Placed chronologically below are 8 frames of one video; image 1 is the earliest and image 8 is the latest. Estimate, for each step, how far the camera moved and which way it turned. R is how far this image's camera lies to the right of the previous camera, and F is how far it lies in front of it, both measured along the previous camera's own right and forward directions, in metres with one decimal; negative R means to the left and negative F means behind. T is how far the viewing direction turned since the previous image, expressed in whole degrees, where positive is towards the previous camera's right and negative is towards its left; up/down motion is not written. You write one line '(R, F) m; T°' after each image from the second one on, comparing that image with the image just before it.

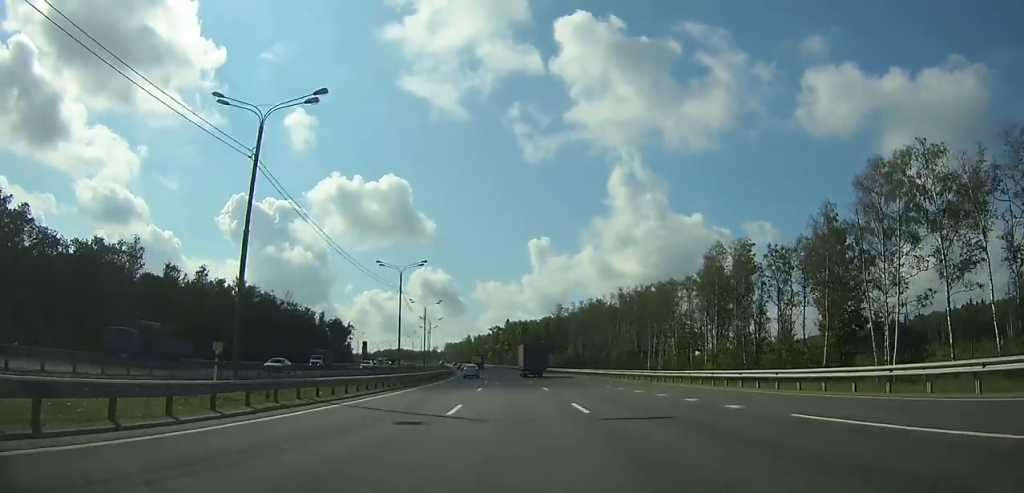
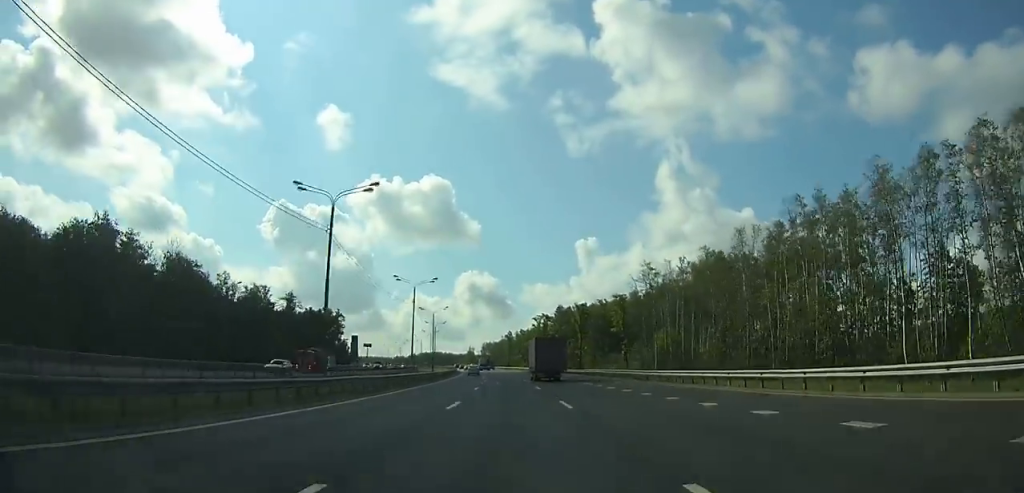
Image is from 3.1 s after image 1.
(-2.9, +78.2) m; -4°
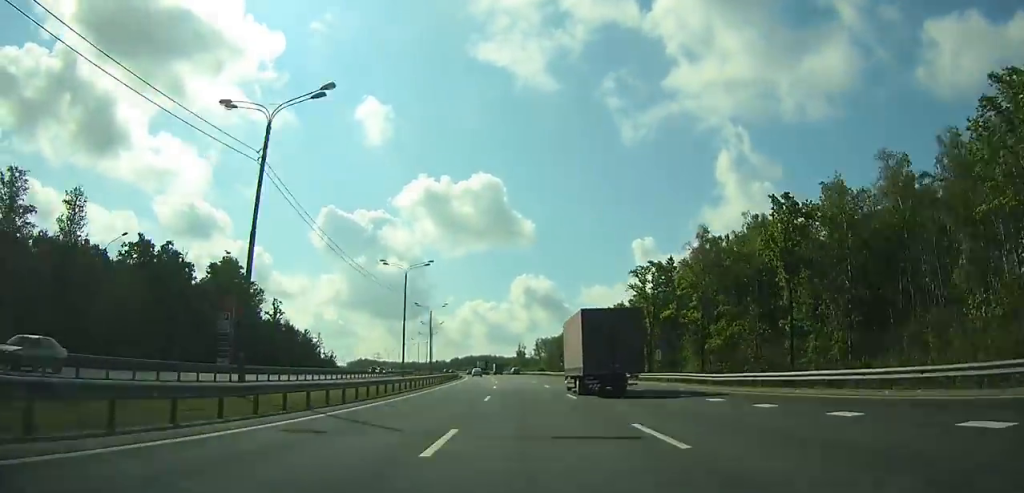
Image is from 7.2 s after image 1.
(-5.0, +105.3) m; -5°
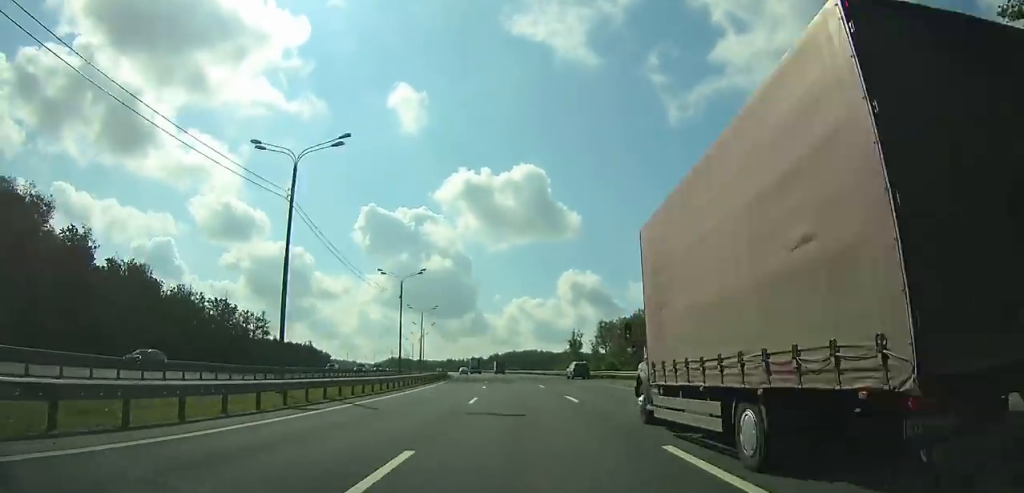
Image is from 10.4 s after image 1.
(-2.6, +83.7) m; -5°
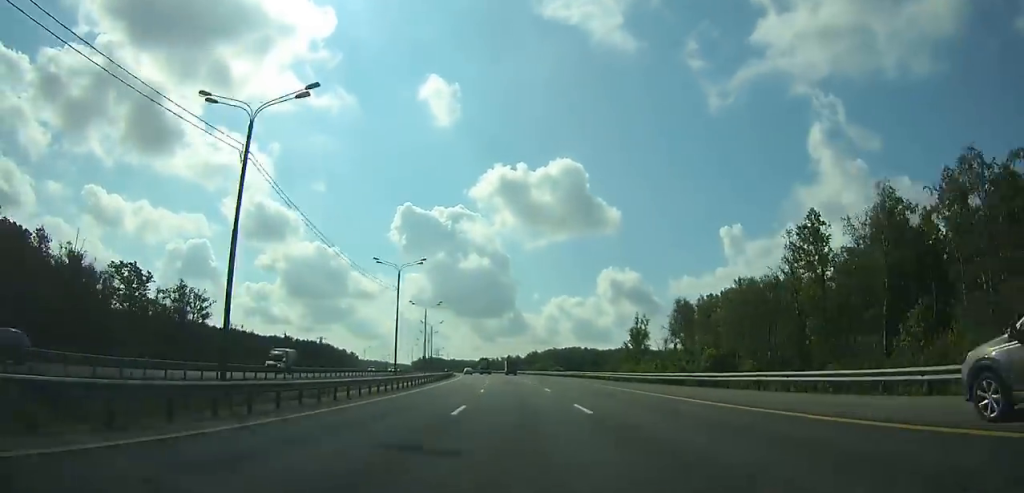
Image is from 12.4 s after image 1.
(-2.3, +52.6) m; -4°
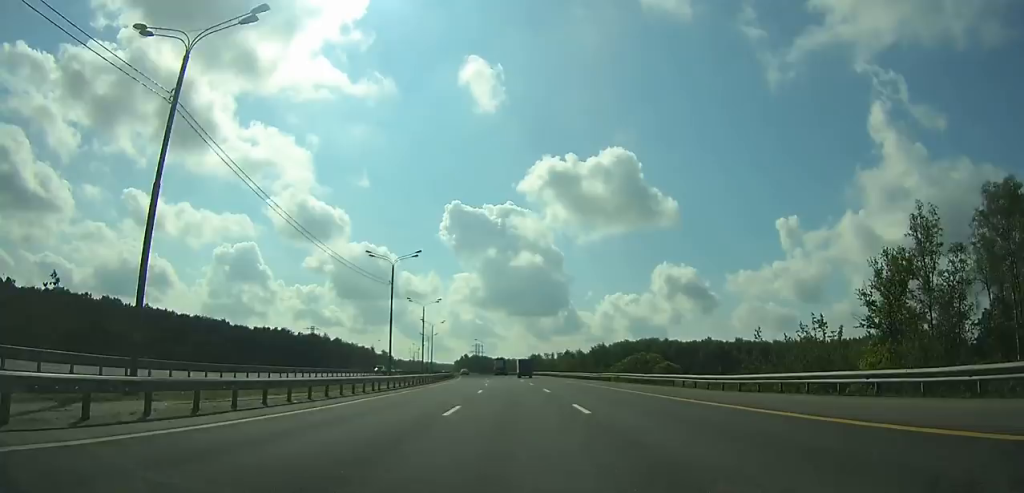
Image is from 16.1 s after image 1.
(-6.2, +97.5) m; -5°
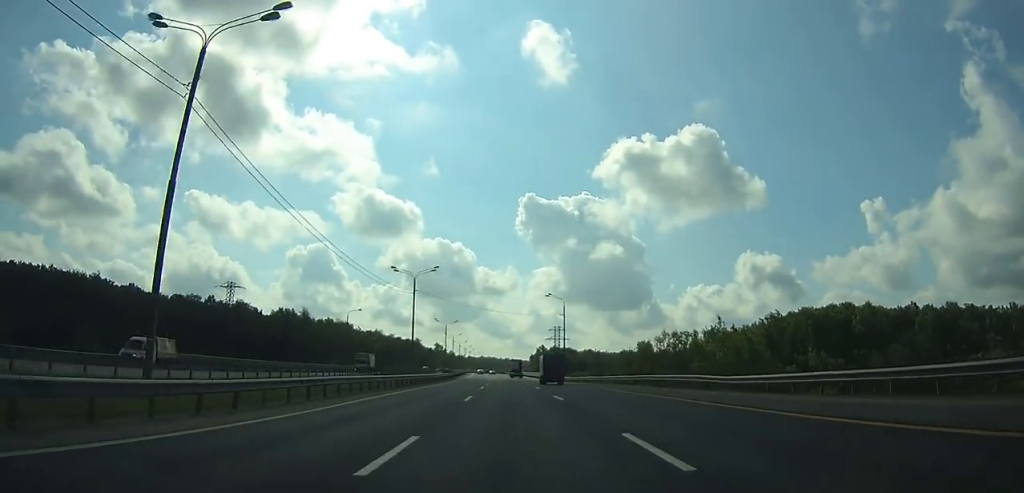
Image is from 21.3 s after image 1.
(-6.7, +138.5) m; -7°
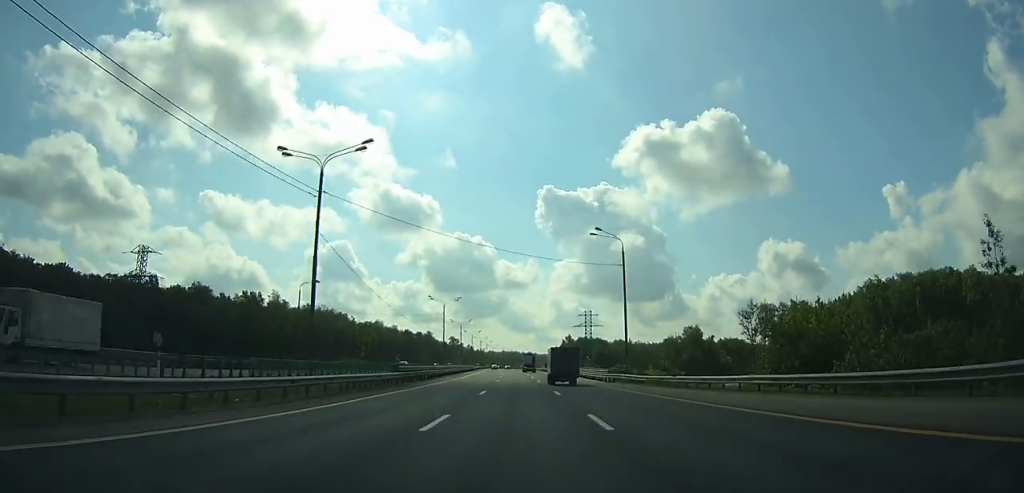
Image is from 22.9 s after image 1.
(-0.9, +43.1) m; -2°
